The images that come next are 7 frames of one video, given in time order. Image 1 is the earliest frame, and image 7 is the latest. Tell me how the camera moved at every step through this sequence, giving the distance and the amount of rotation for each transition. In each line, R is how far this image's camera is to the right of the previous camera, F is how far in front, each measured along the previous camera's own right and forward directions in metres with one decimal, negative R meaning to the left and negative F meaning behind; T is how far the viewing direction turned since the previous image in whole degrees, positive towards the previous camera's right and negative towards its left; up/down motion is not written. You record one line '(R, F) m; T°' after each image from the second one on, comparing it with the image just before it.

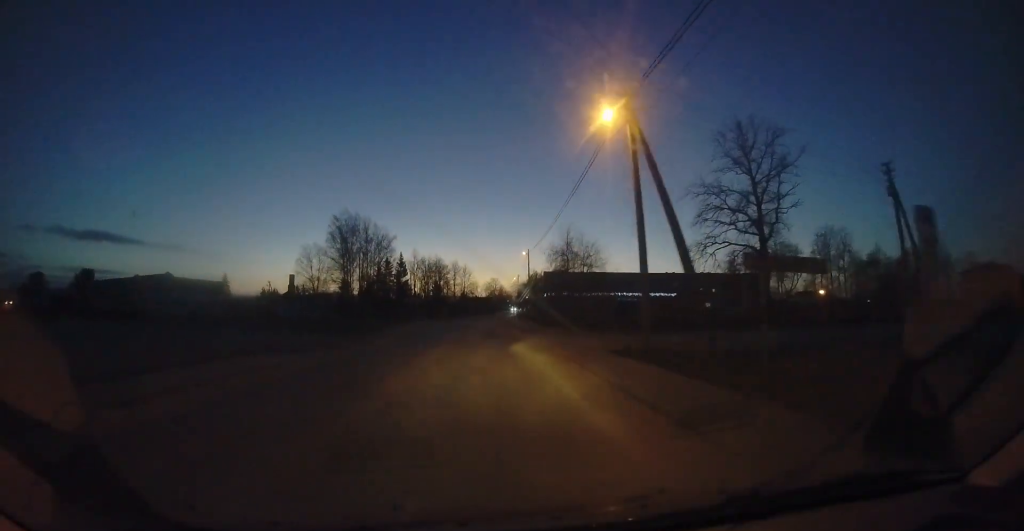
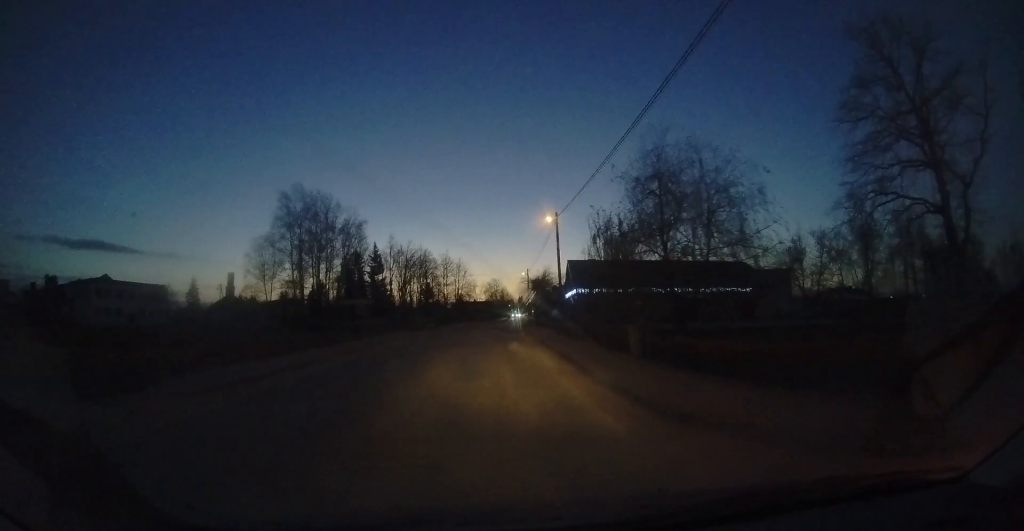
(+0.4, +18.3) m; +3°
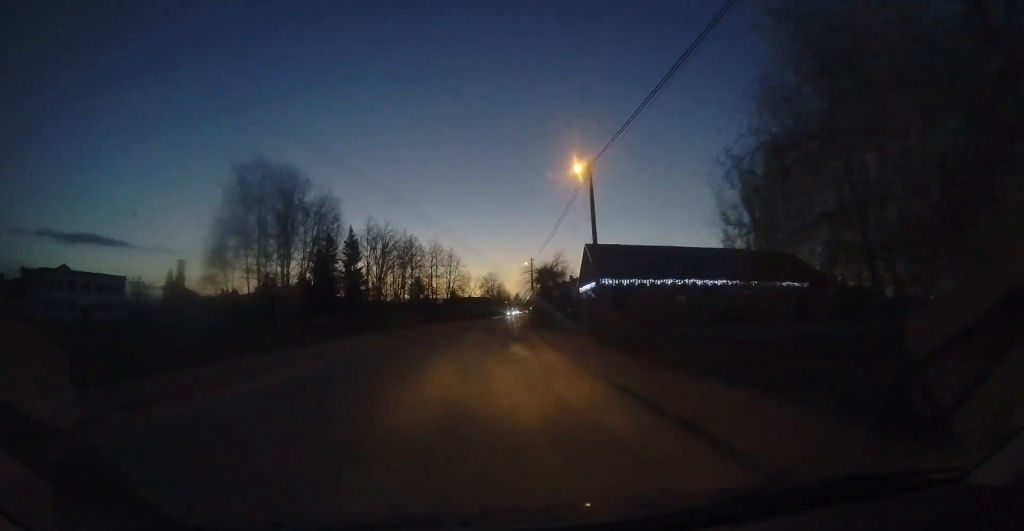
(+0.1, +9.4) m; +2°
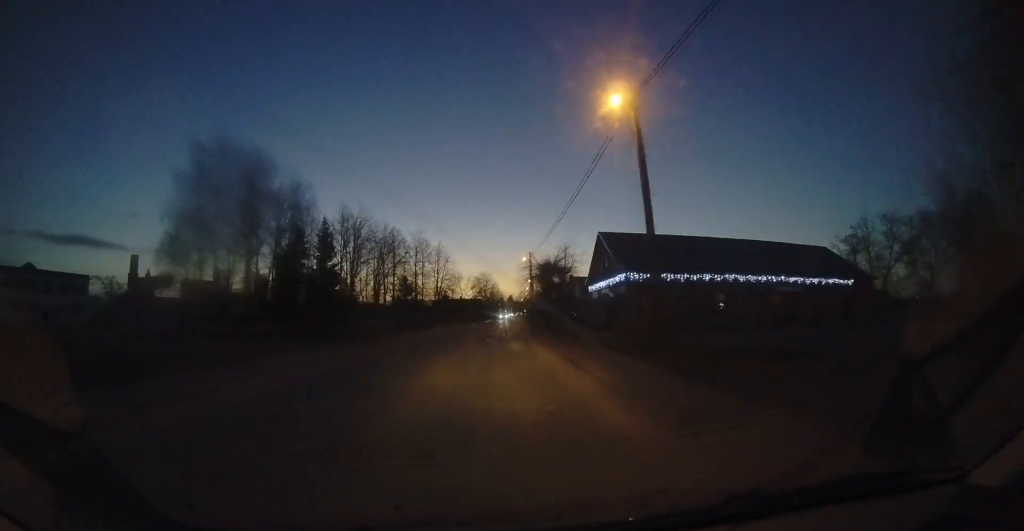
(+0.2, +6.4) m; +1°
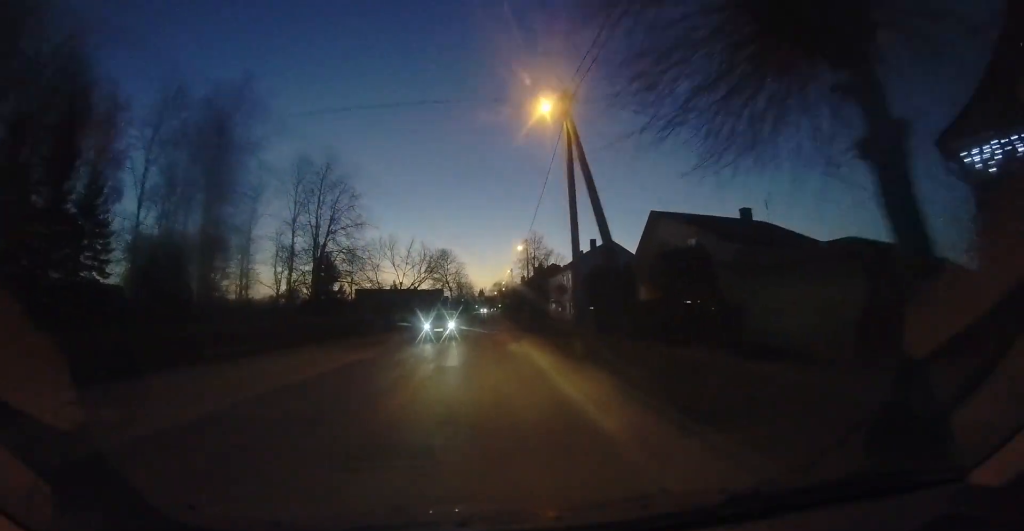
(+0.2, +31.0) m; 0°
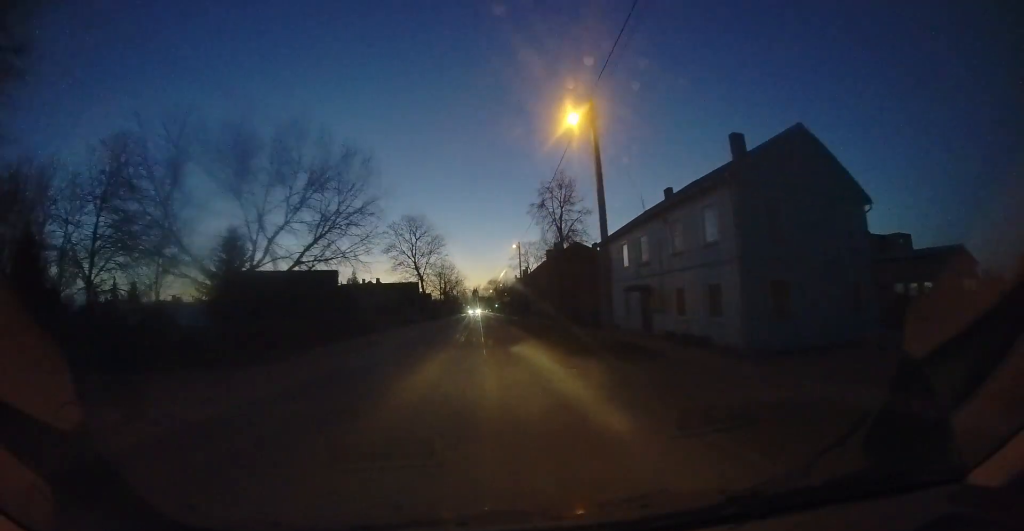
(+0.4, +24.8) m; +2°
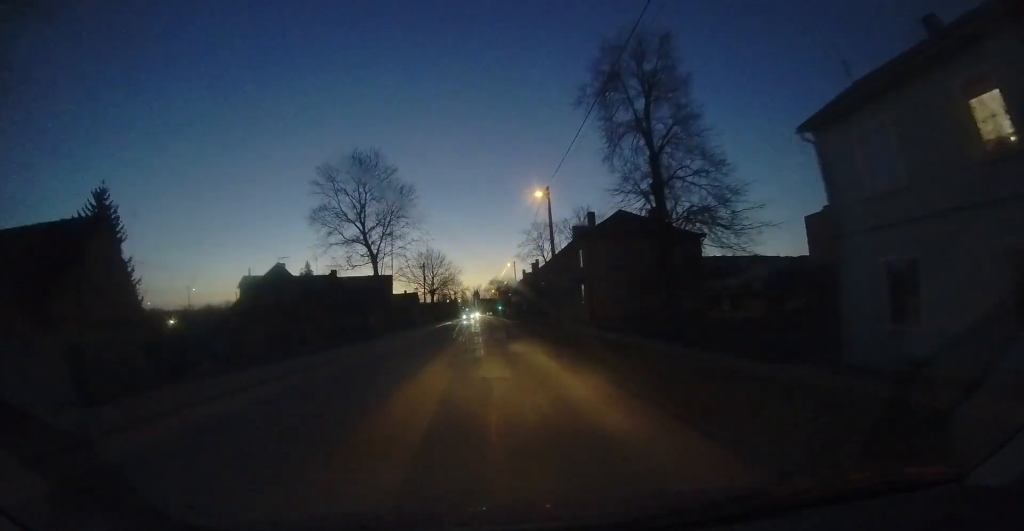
(+0.1, +18.3) m; 0°
